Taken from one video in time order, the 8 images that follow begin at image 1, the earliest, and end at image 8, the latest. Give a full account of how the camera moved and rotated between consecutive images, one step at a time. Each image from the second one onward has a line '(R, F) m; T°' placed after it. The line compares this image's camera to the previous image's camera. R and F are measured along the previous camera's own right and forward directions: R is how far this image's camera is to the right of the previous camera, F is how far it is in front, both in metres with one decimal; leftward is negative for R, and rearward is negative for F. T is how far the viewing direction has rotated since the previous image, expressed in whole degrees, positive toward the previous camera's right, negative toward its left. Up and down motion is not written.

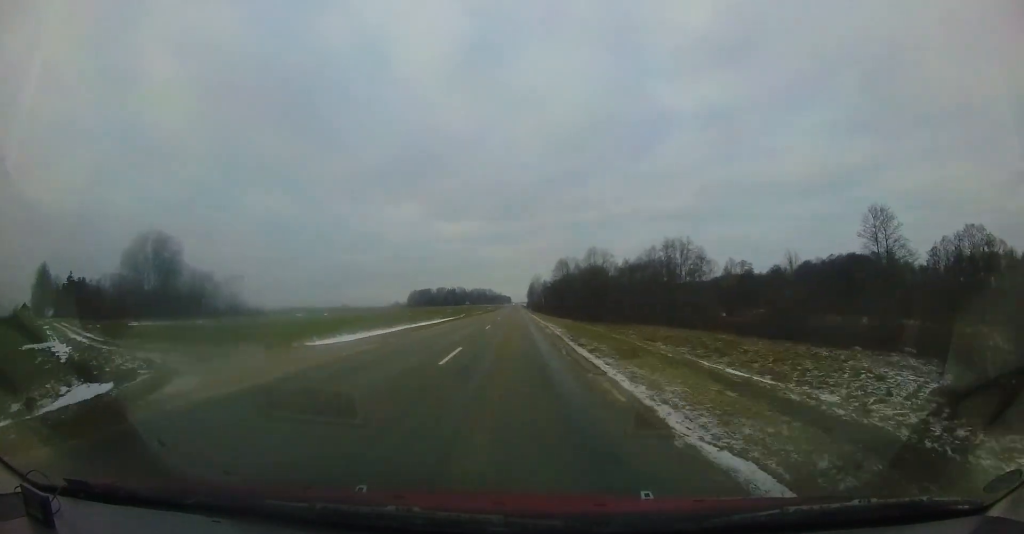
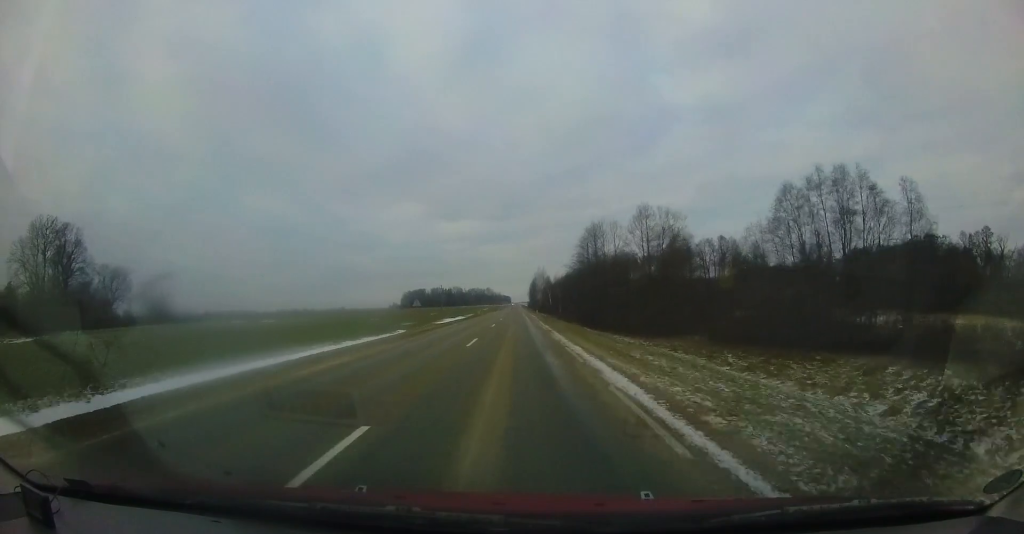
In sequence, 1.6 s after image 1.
(-0.4, +31.9) m; -1°
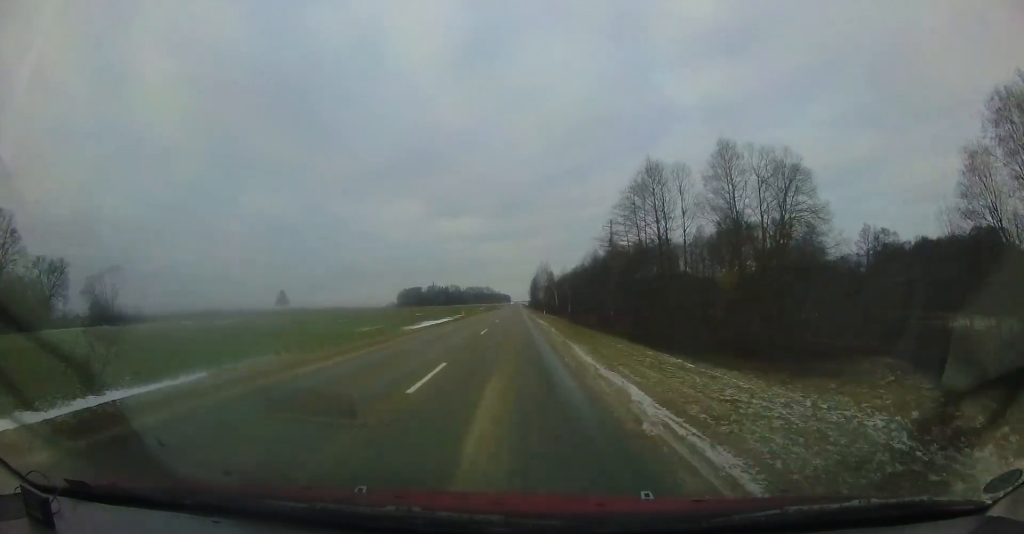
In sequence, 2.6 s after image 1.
(0.0, +18.7) m; 0°
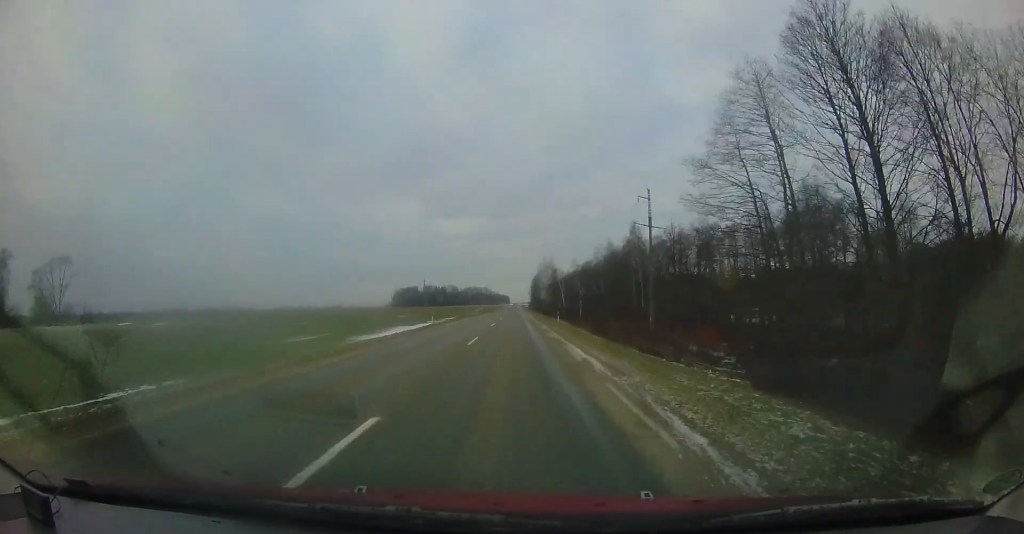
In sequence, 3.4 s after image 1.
(+0.2, +16.3) m; +1°
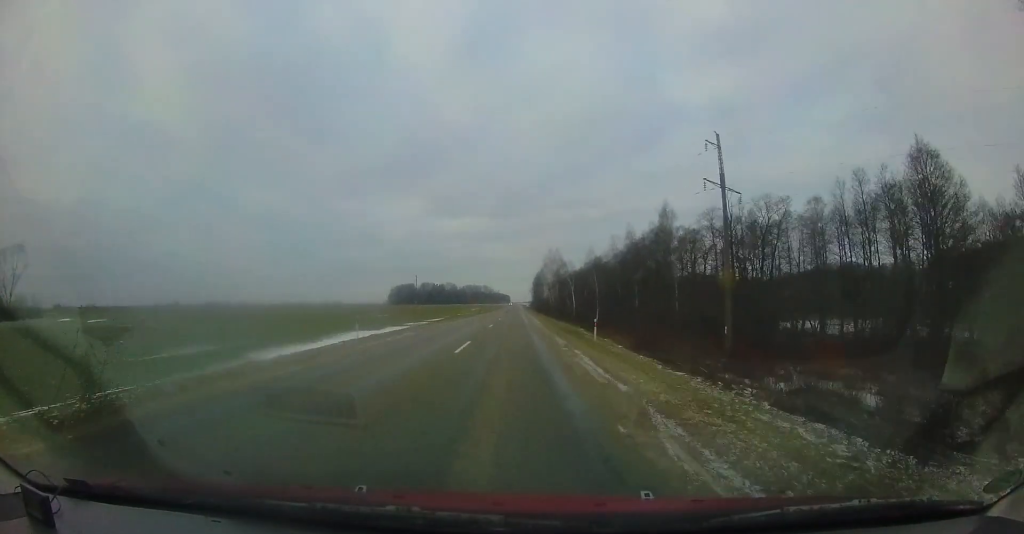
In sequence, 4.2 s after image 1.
(+0.1, +14.5) m; 0°
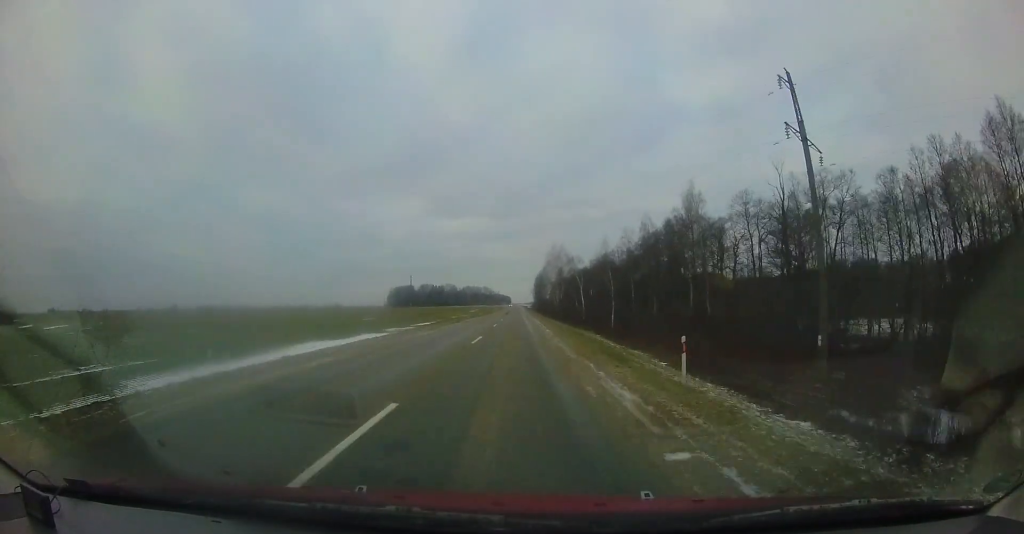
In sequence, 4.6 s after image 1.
(+0.1, +8.7) m; 0°
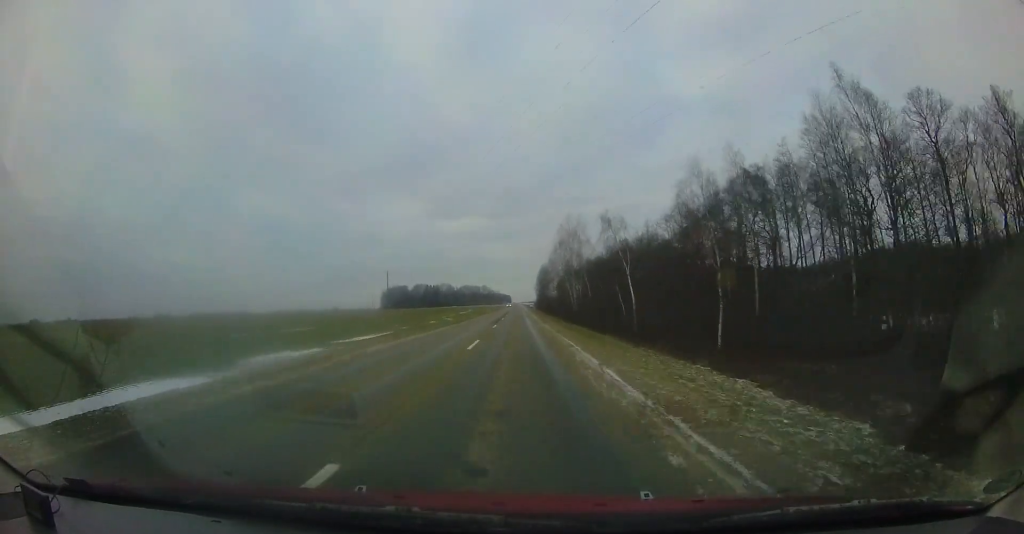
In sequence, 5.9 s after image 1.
(-0.2, +26.3) m; +1°
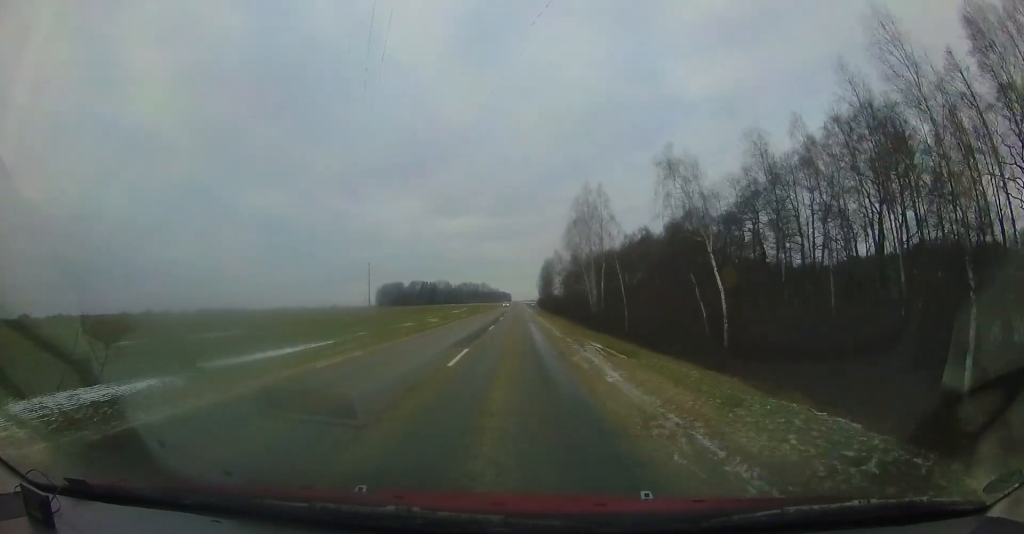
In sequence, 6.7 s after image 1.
(+0.4, +15.6) m; +1°
